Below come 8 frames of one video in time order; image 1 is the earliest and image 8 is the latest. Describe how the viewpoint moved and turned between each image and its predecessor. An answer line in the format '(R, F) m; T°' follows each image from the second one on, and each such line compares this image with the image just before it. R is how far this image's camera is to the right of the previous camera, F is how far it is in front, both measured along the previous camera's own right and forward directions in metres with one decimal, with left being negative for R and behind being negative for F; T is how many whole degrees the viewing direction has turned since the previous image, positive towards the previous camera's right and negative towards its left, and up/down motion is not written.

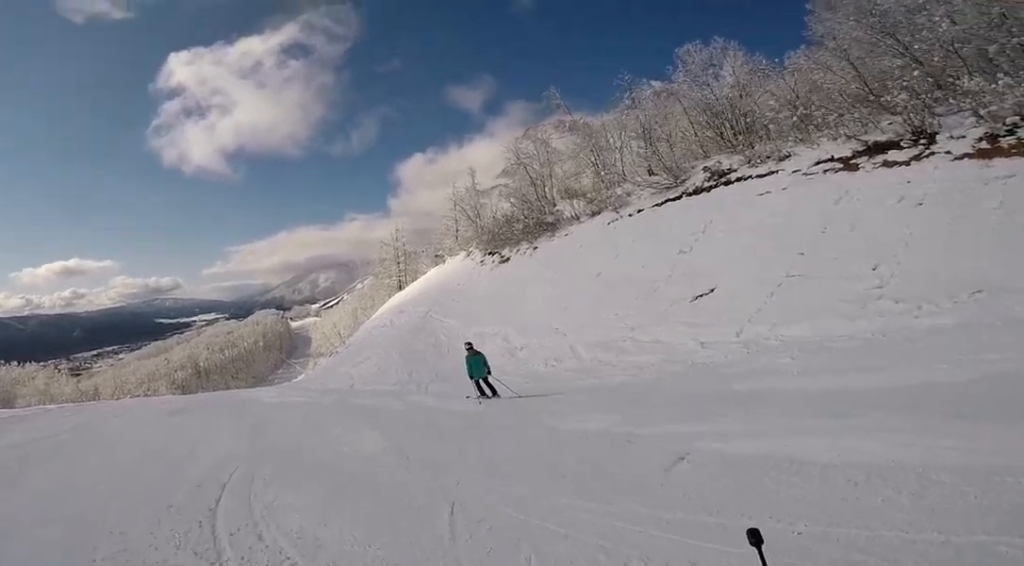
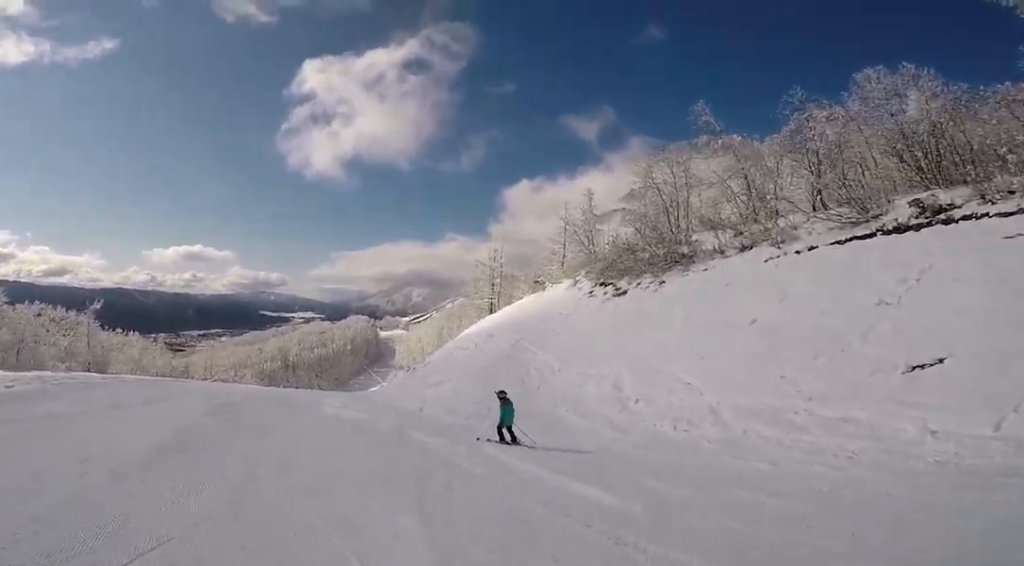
(+0.7, +4.0) m; -1°
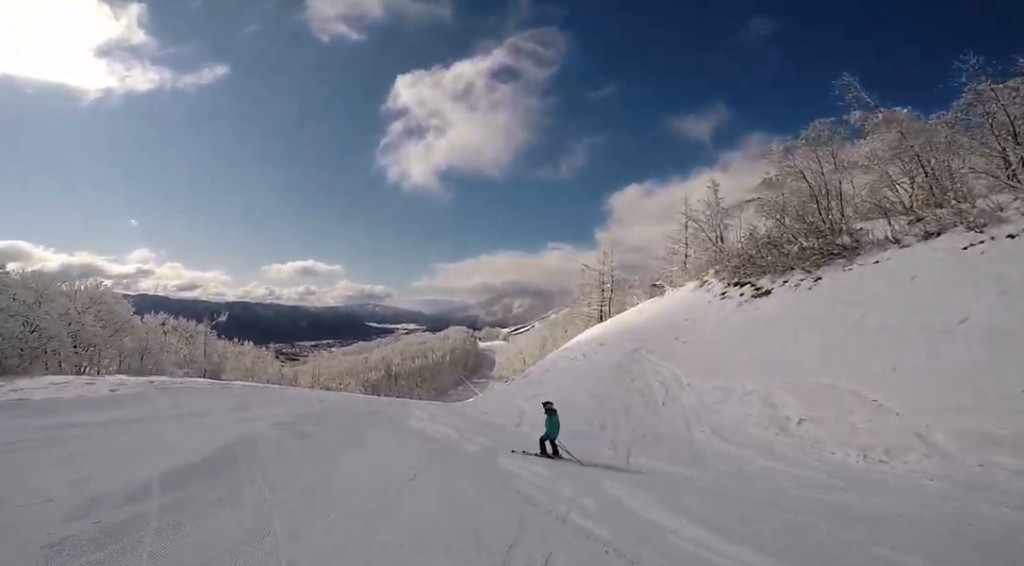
(-0.2, +2.3) m; -9°
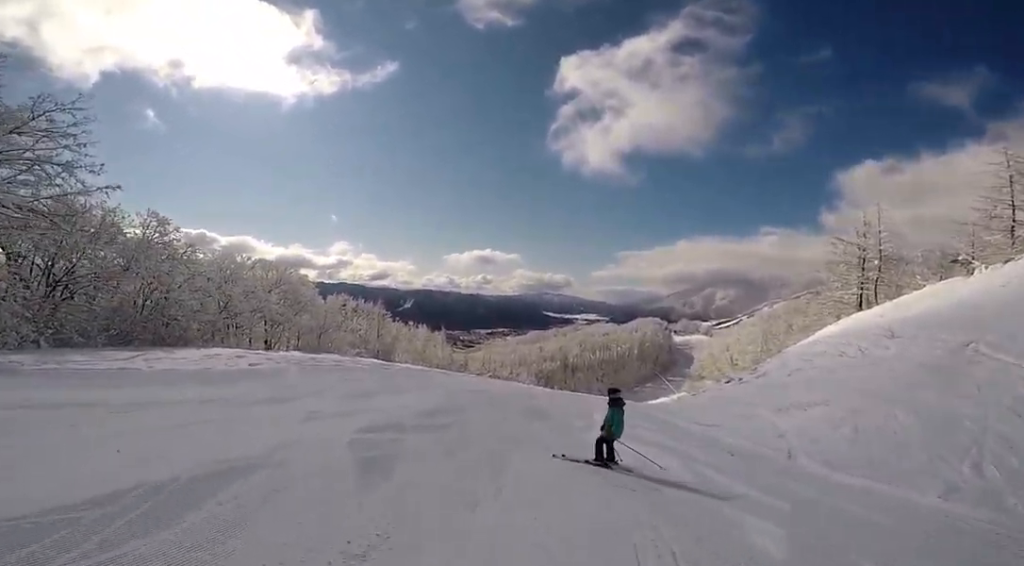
(-1.5, +5.9) m; -26°
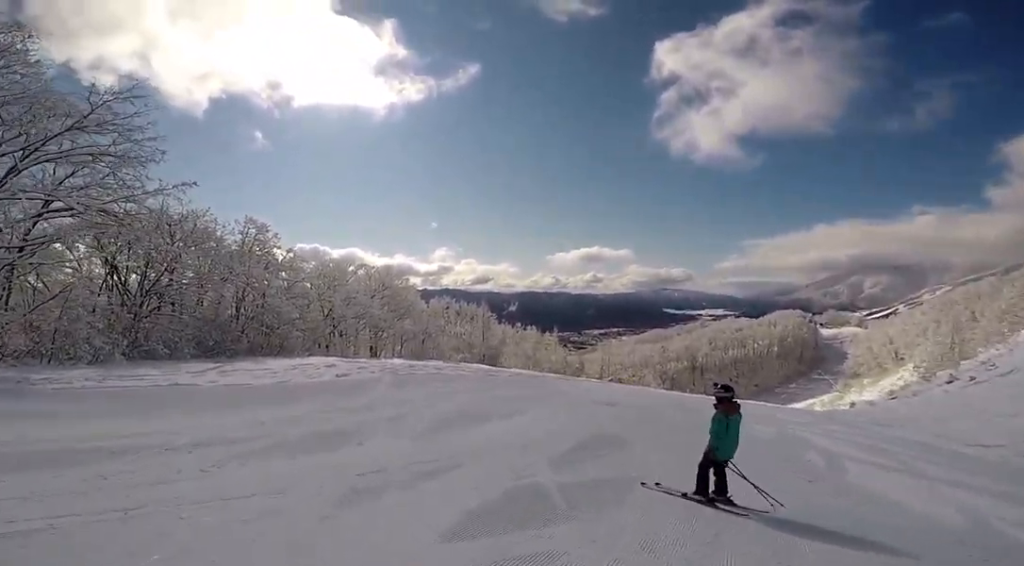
(-0.6, +4.6) m; -11°
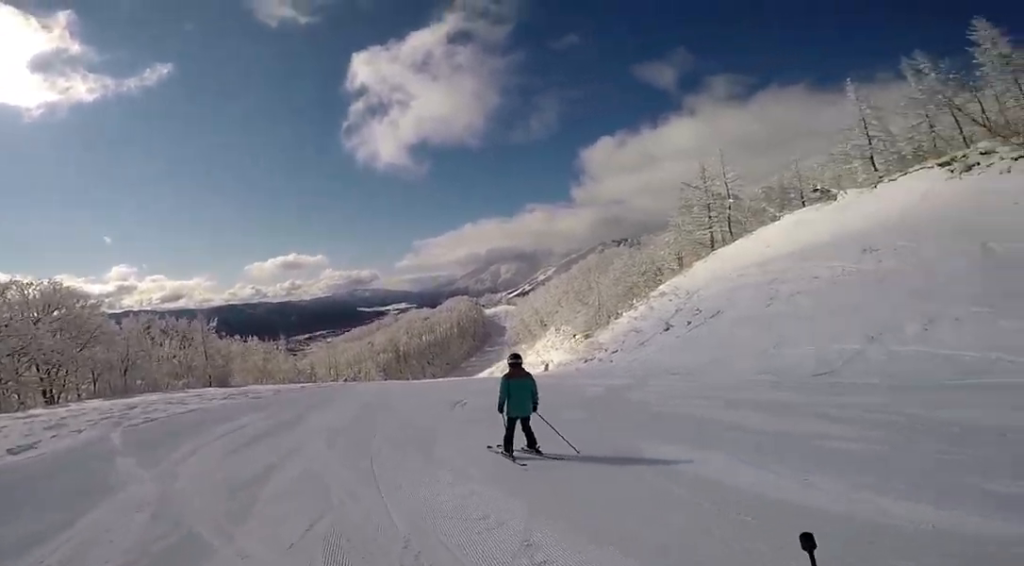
(-0.3, +8.2) m; +9°
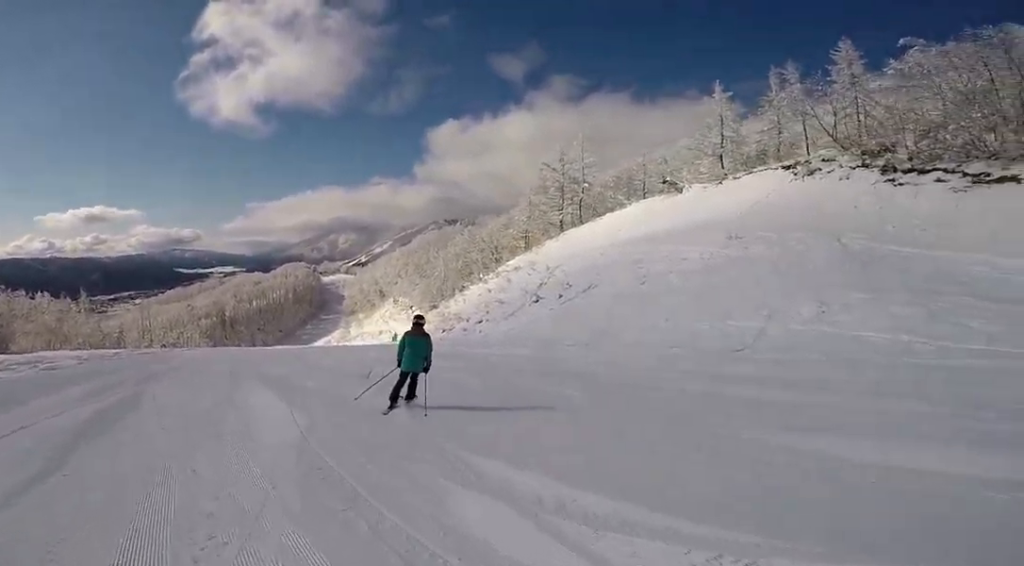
(+0.8, +4.3) m; +26°
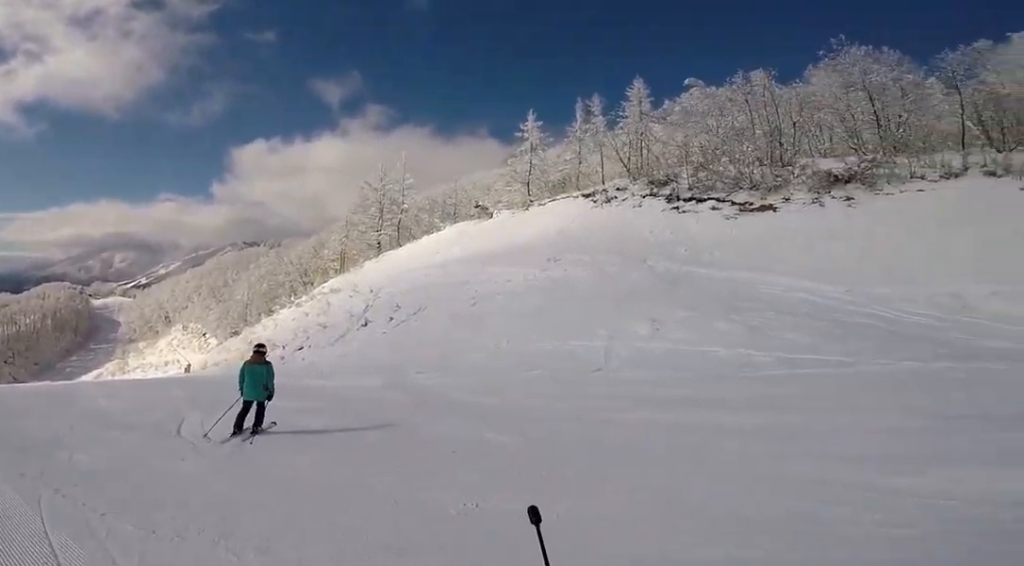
(+0.7, +3.4) m; +21°
